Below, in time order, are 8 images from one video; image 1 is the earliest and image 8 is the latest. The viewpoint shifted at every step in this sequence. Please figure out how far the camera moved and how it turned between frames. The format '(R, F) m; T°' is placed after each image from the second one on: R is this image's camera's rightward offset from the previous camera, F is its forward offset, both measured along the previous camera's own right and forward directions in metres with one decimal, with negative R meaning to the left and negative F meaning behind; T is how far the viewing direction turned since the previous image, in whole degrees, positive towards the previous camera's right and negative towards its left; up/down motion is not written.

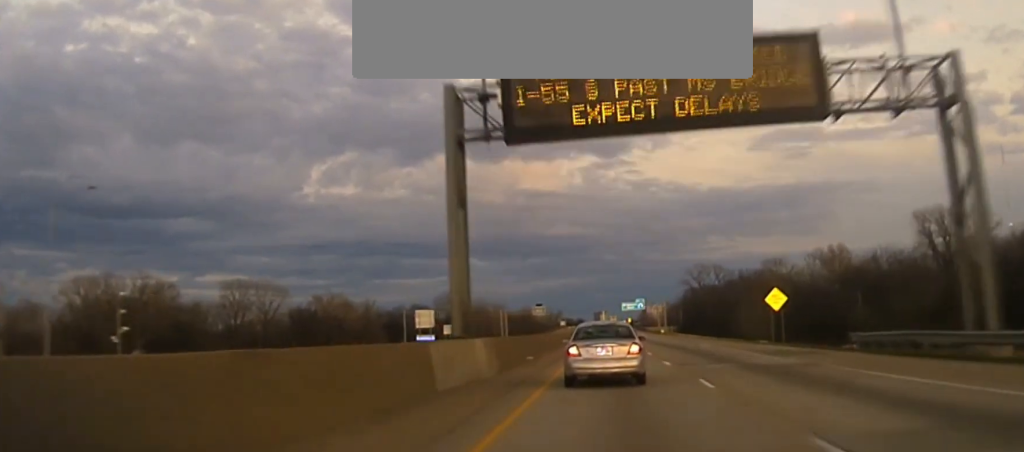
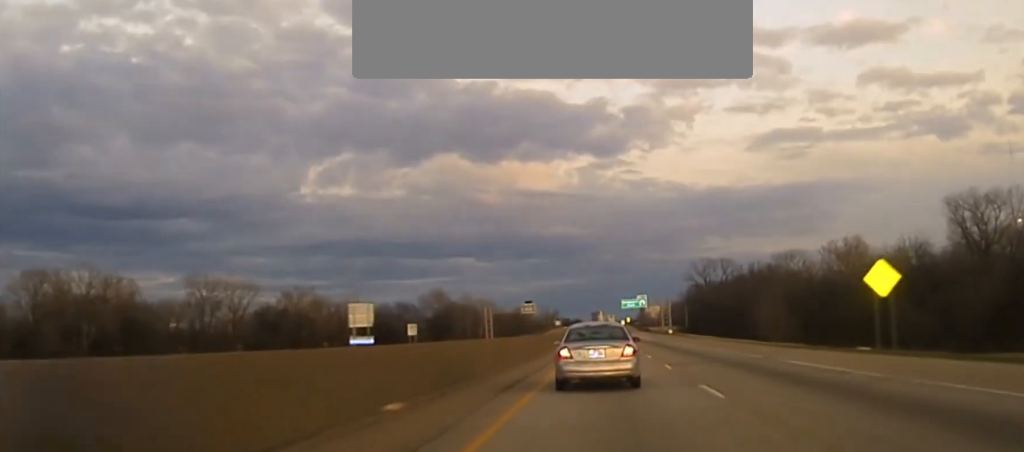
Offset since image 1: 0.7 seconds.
(+0.1, +30.3) m; 0°
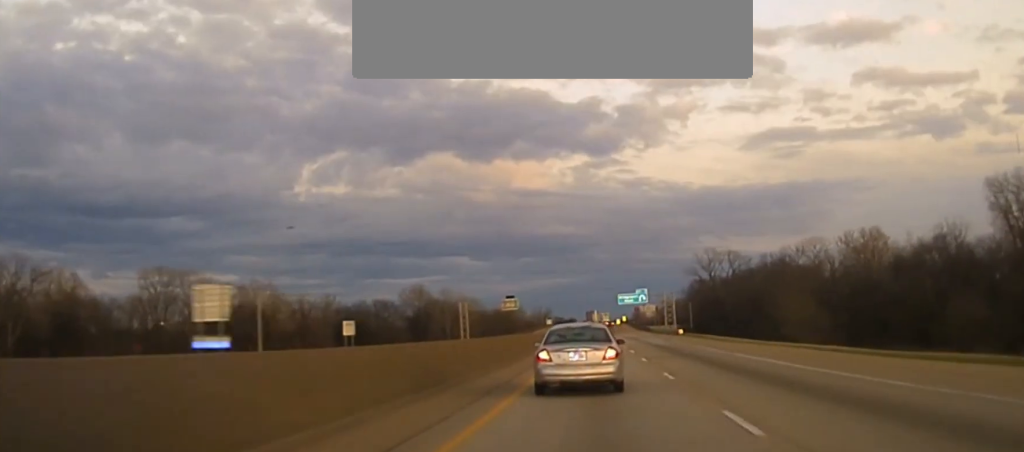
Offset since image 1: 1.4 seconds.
(+0.1, +32.9) m; 0°
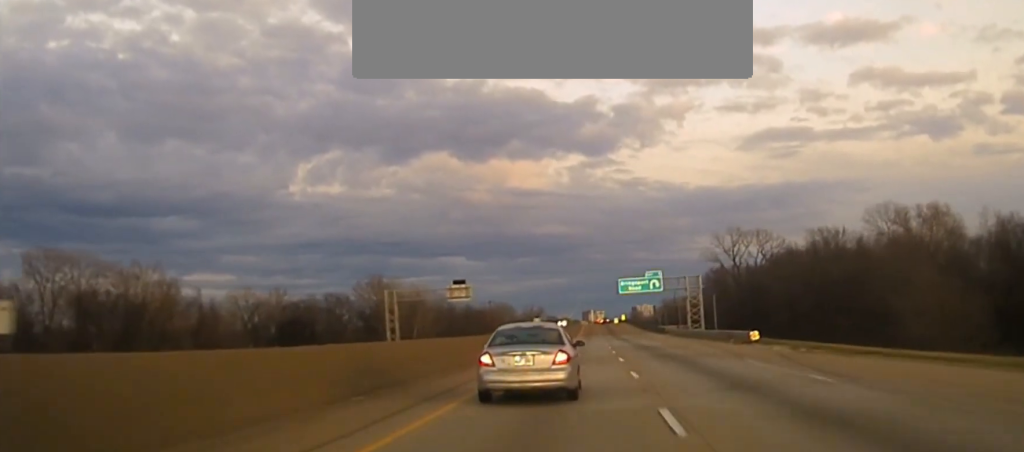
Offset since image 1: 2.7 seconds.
(+0.1, +64.5) m; 0°
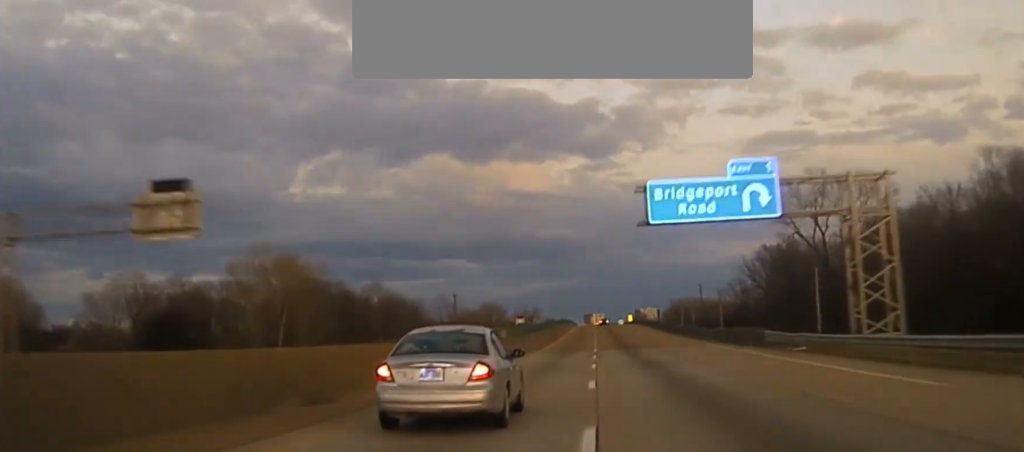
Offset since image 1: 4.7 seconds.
(+0.8, +78.3) m; +1°
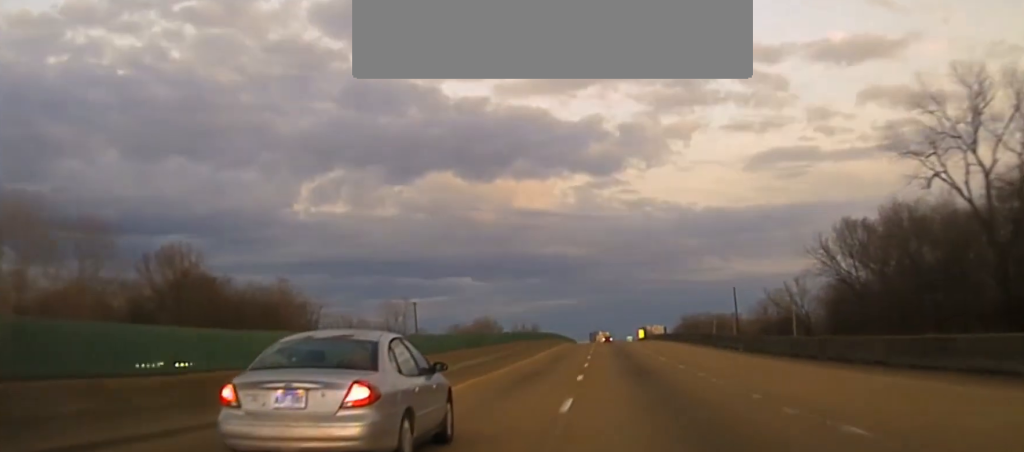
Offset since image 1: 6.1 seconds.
(-0.1, +56.0) m; -1°
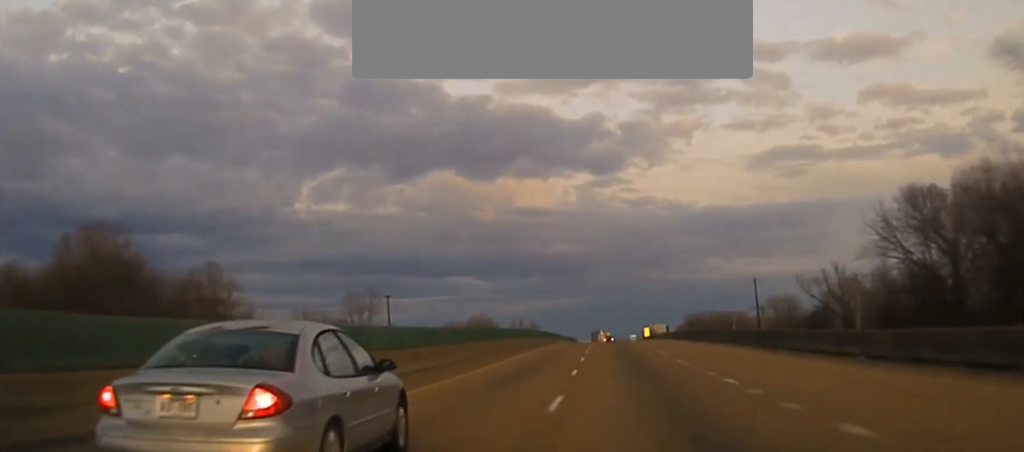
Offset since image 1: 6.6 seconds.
(-0.1, +23.4) m; 0°
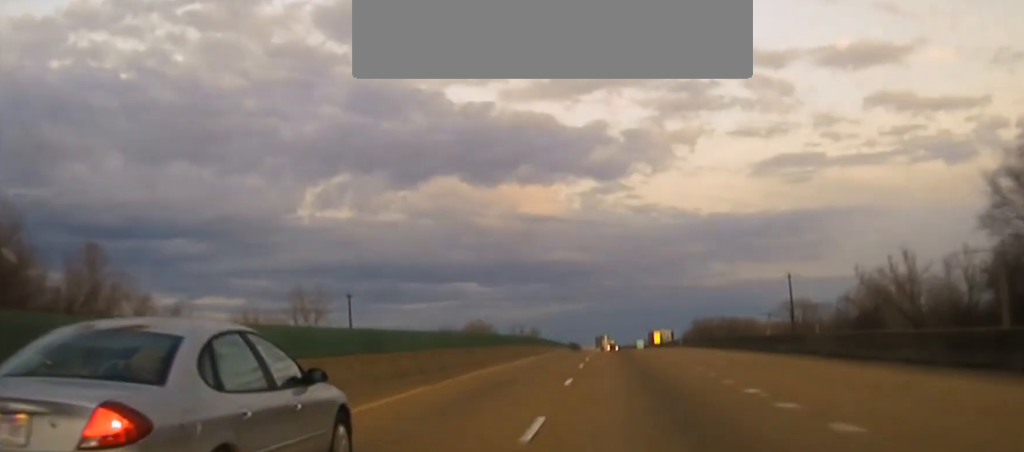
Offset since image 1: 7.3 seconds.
(0.0, +29.4) m; 0°
